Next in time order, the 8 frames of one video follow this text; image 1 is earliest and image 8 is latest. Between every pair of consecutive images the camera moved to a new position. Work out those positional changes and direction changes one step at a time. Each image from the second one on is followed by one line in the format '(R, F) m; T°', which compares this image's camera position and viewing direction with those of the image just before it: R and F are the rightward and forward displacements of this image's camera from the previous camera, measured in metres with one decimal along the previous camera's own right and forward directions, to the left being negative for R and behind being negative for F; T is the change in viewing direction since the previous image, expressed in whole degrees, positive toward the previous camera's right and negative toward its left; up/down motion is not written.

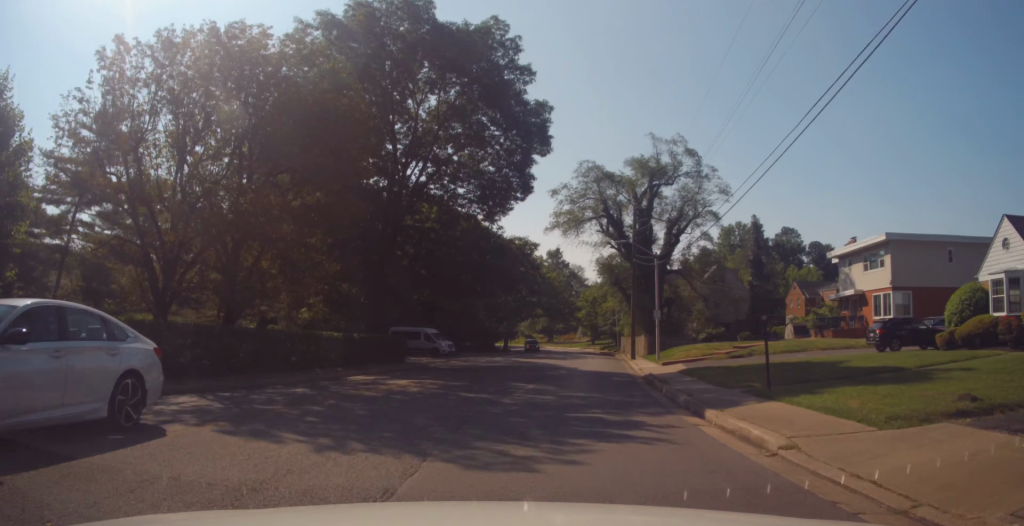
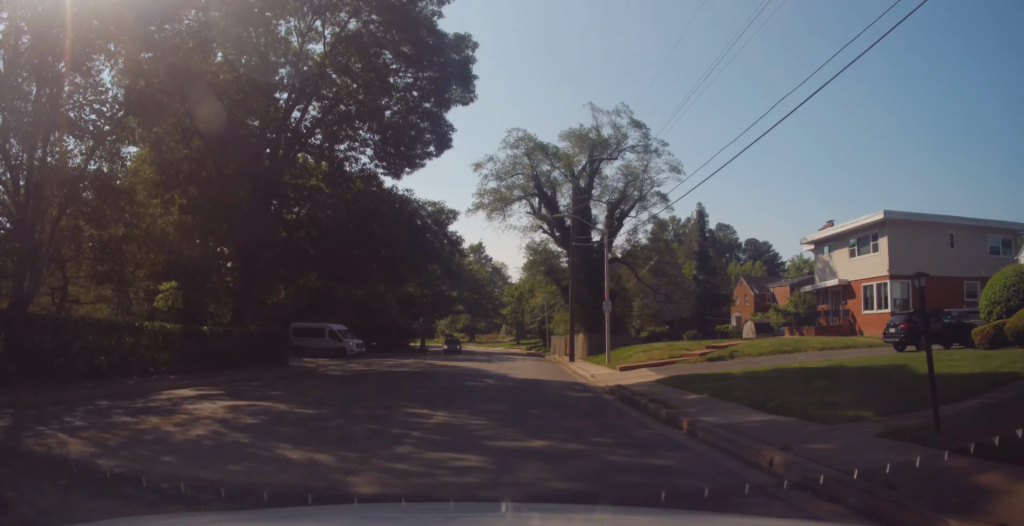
(+0.5, +8.1) m; +5°
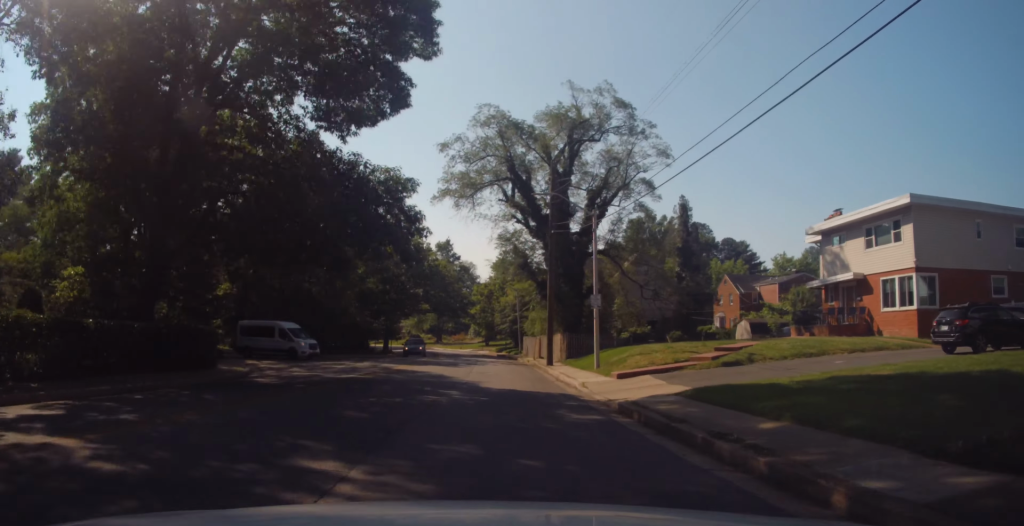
(+0.3, +5.0) m; +2°
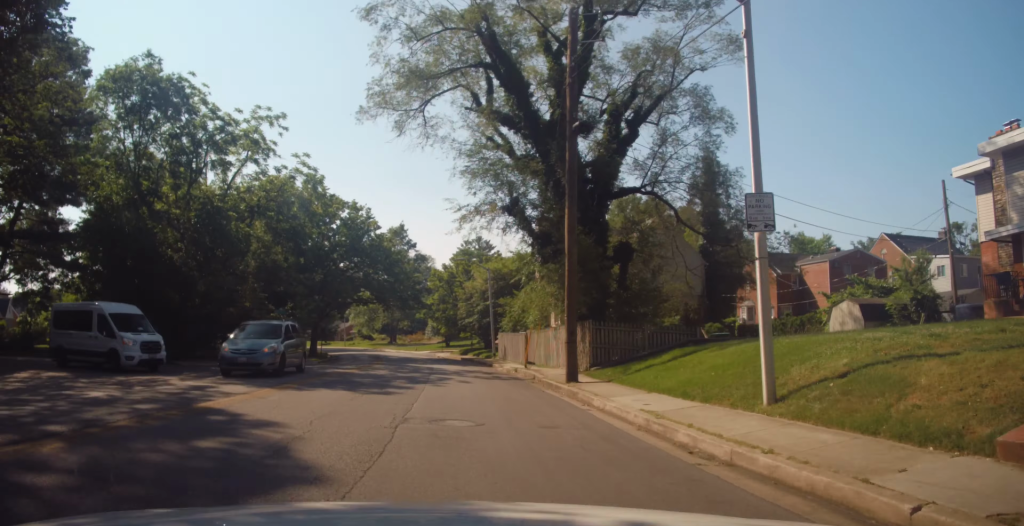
(+0.2, +17.6) m; 0°
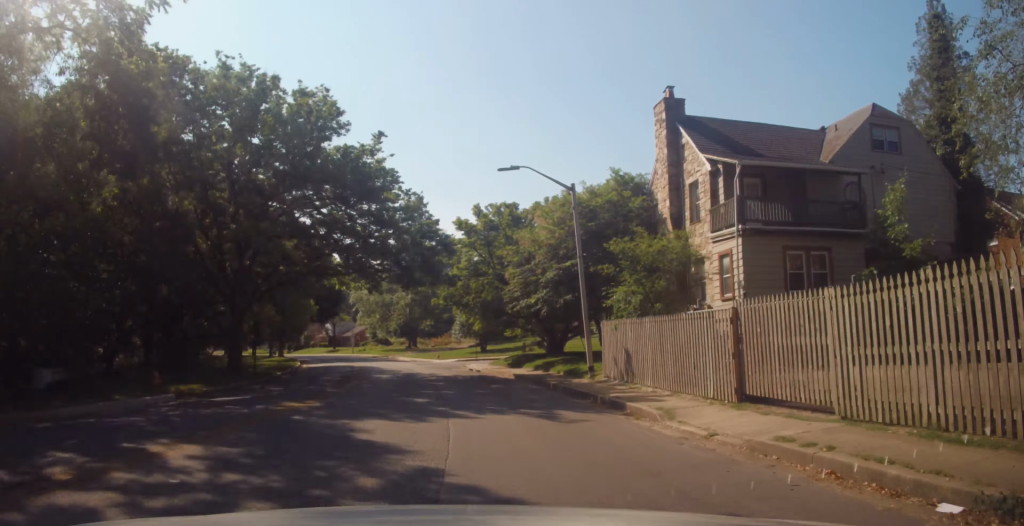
(0.0, +25.2) m; 0°
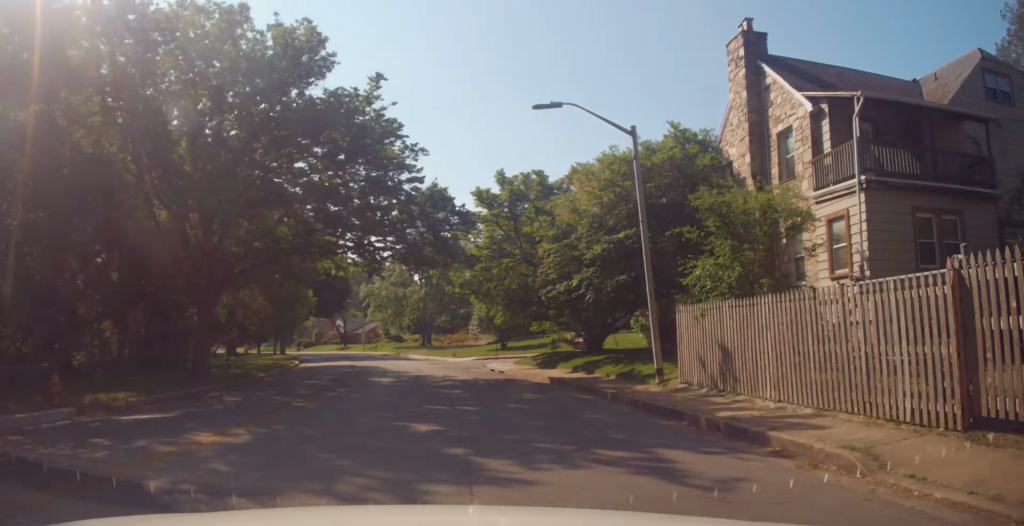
(0.0, +6.0) m; -1°
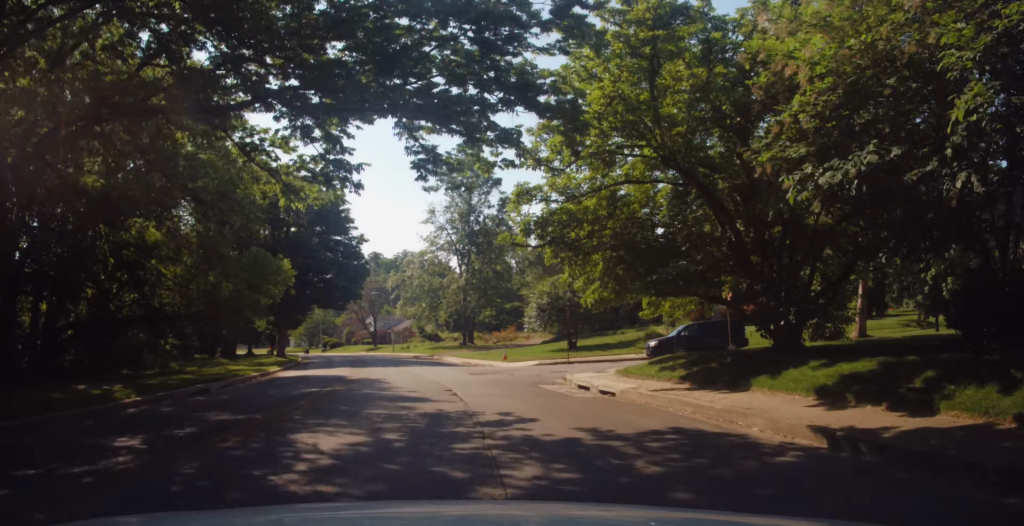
(-0.5, +15.3) m; -4°
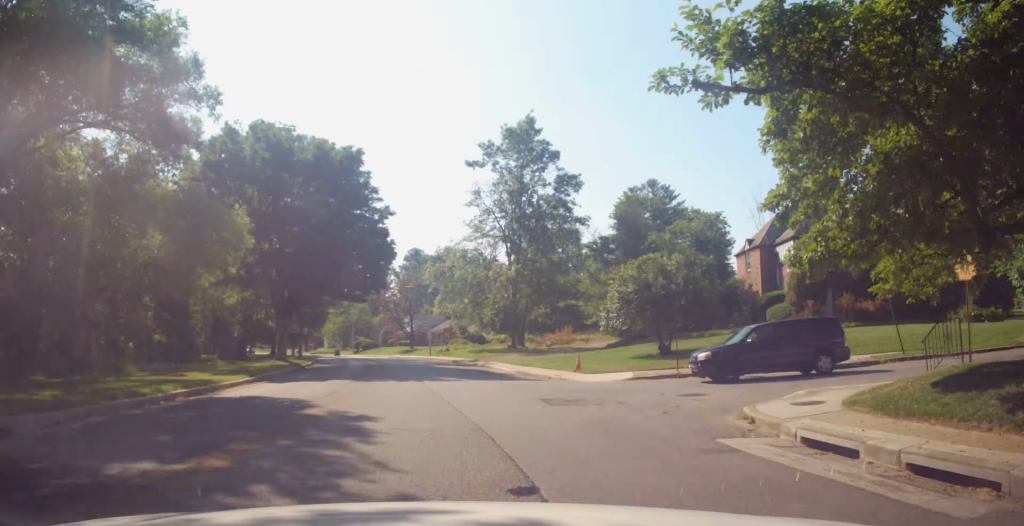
(-0.4, +11.2) m; -2°
